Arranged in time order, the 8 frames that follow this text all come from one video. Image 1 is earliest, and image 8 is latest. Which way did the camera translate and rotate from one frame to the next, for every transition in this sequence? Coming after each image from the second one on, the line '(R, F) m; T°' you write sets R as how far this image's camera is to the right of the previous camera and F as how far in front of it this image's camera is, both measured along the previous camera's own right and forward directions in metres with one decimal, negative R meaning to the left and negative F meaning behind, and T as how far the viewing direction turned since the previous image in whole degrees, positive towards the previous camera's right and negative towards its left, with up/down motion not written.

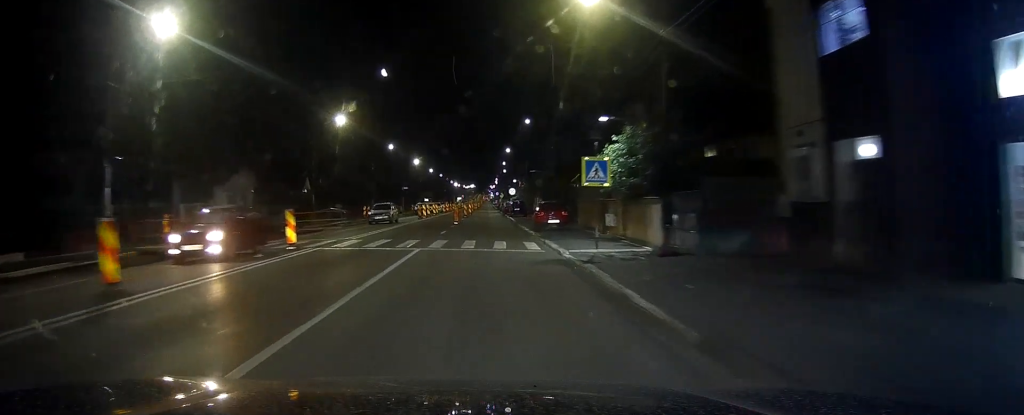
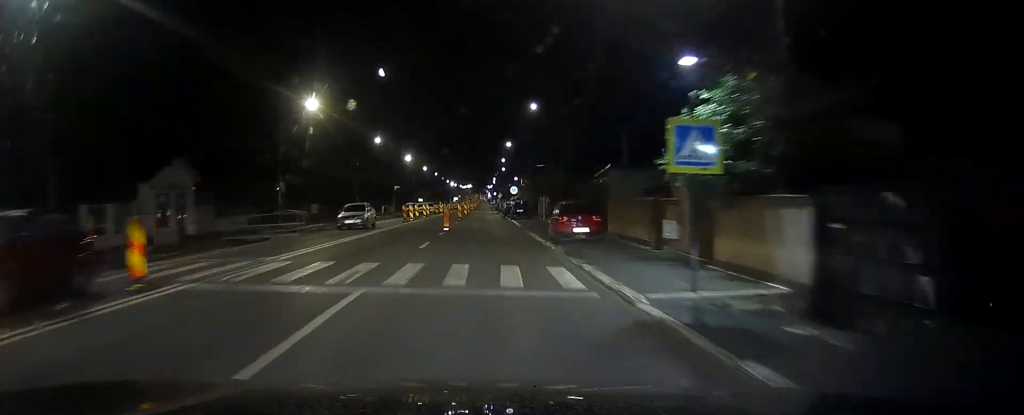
(+0.1, +10.0) m; +1°
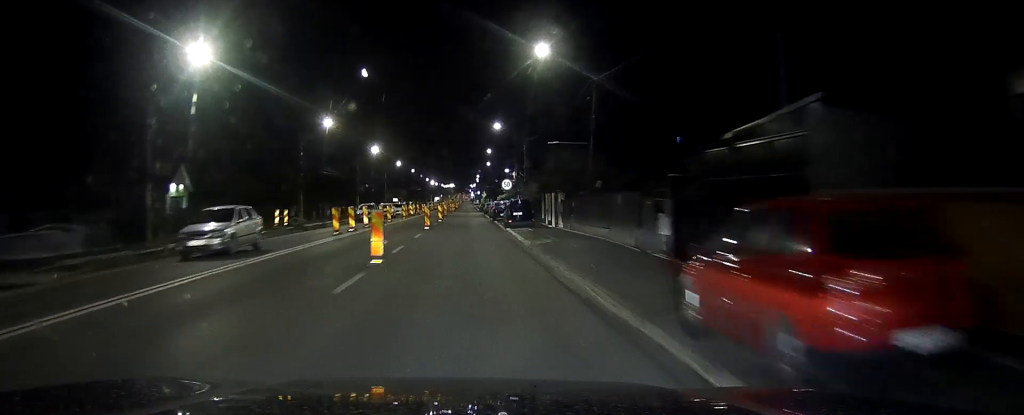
(+0.3, +19.8) m; +1°
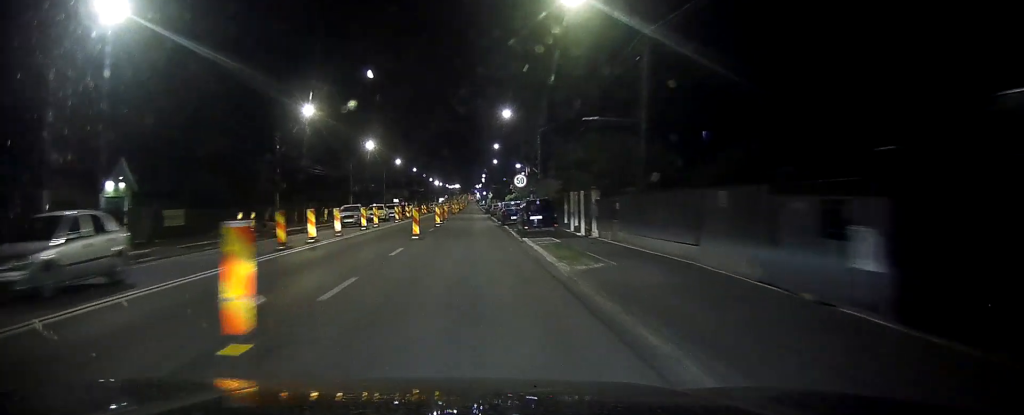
(-0.1, +9.8) m; 0°
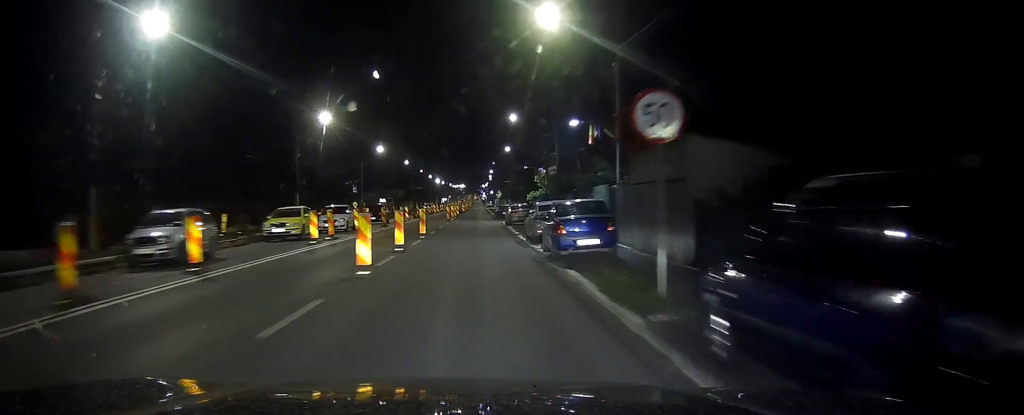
(-0.4, +29.6) m; -1°
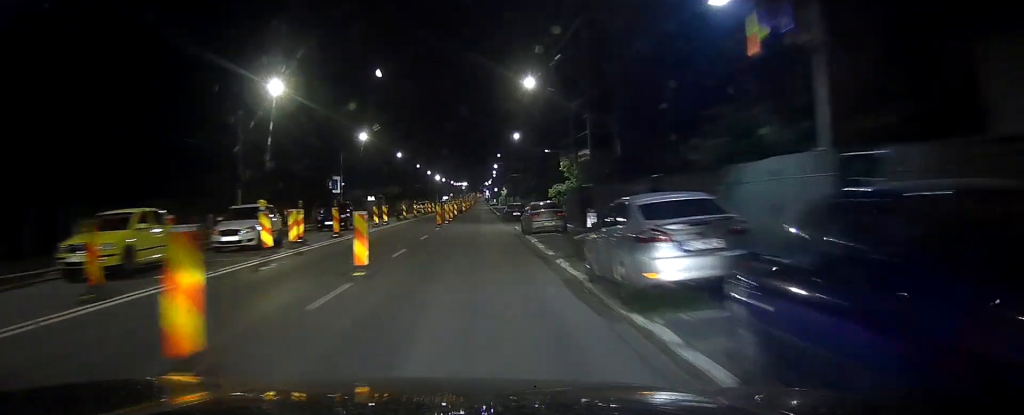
(0.0, +15.9) m; 0°
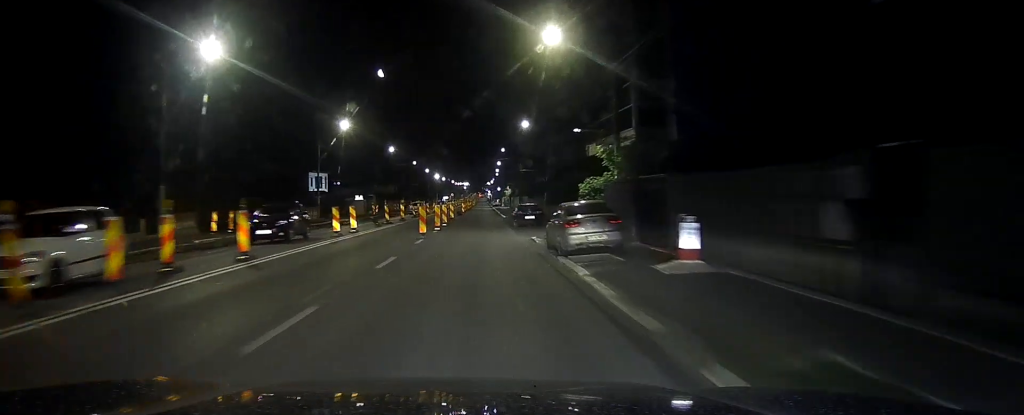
(0.0, +12.1) m; 0°
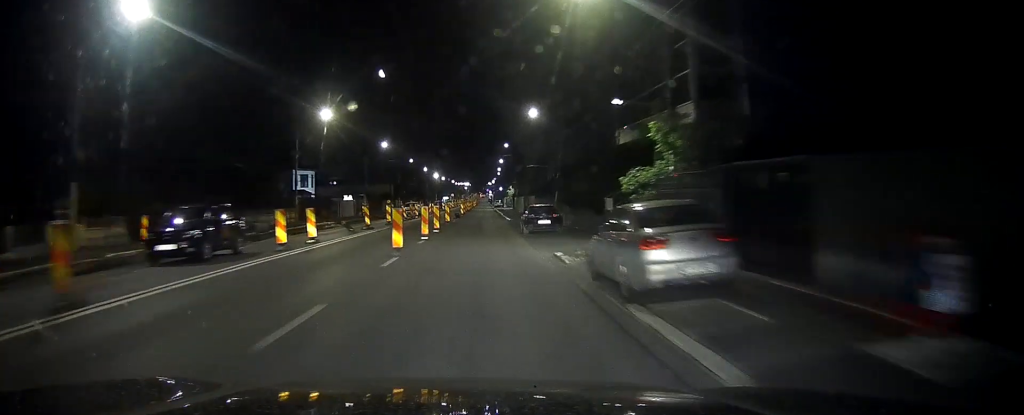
(0.0, +8.6) m; 0°
